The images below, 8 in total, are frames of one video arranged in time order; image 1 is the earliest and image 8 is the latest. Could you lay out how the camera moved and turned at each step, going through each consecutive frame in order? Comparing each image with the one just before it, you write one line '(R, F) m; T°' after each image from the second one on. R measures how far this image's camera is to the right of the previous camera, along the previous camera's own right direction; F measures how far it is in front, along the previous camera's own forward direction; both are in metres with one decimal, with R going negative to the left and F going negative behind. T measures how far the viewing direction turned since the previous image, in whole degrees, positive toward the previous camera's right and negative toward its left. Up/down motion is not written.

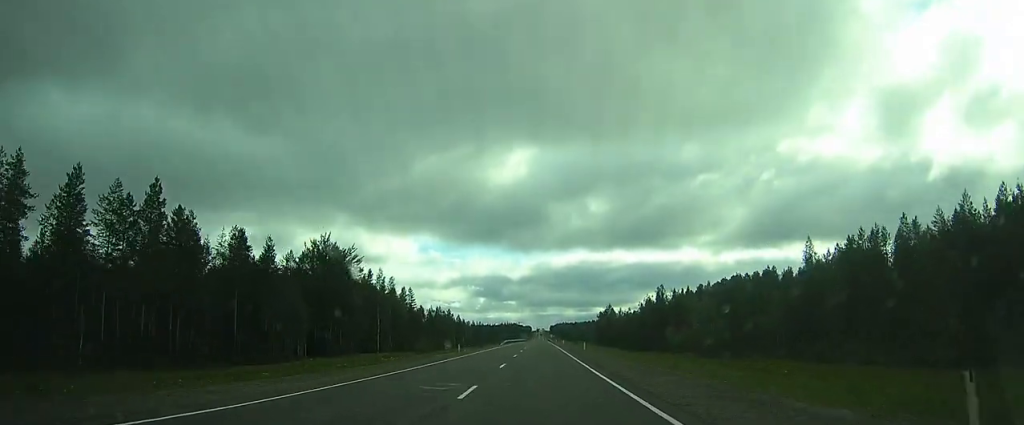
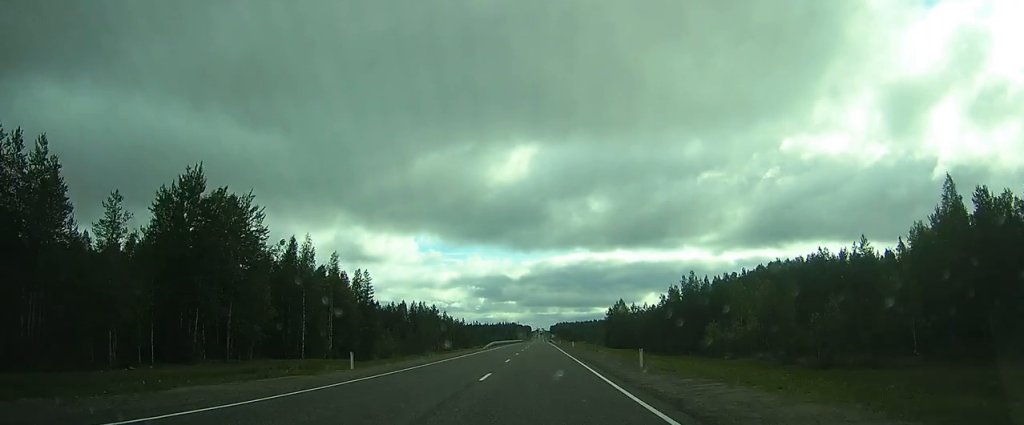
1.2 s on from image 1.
(+0.3, +31.8) m; +1°
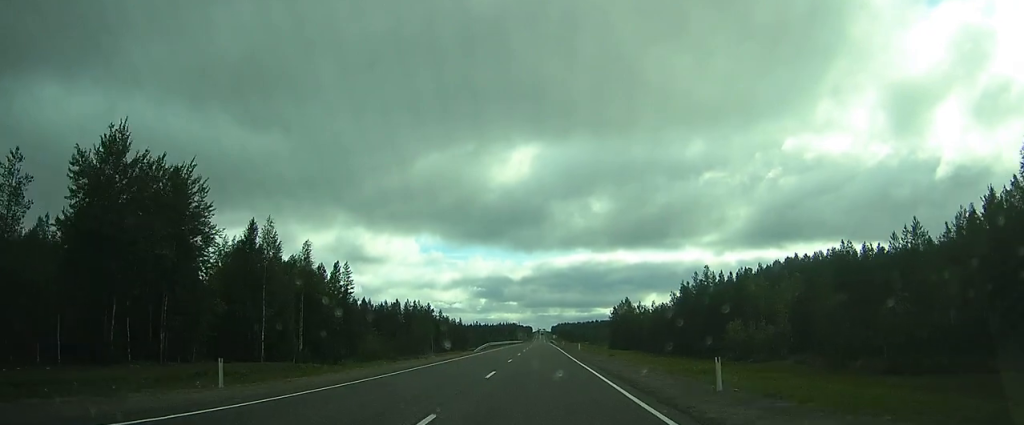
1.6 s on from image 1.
(0.0, +10.5) m; 0°
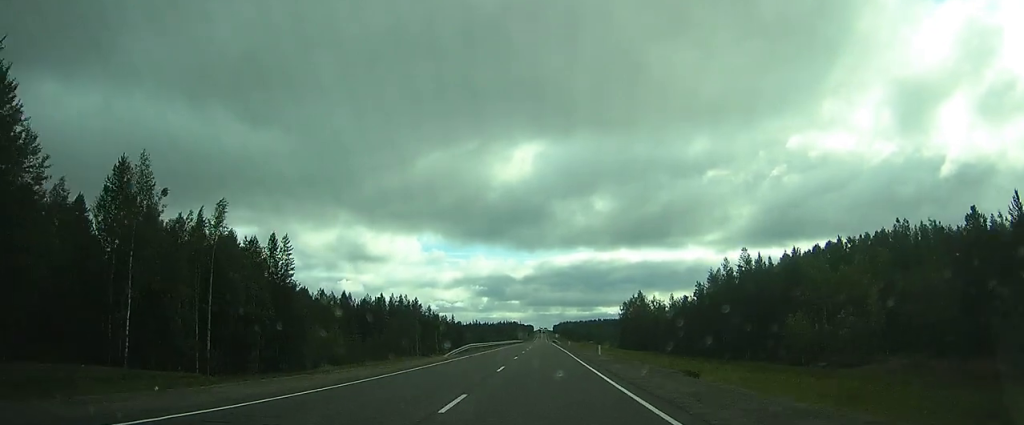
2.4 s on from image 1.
(0.0, +21.0) m; 0°
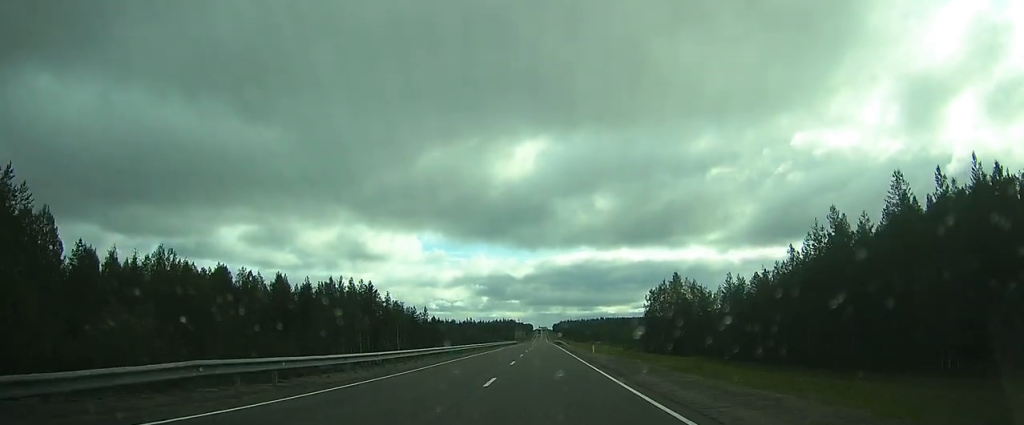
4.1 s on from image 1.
(-0.3, +43.5) m; 0°
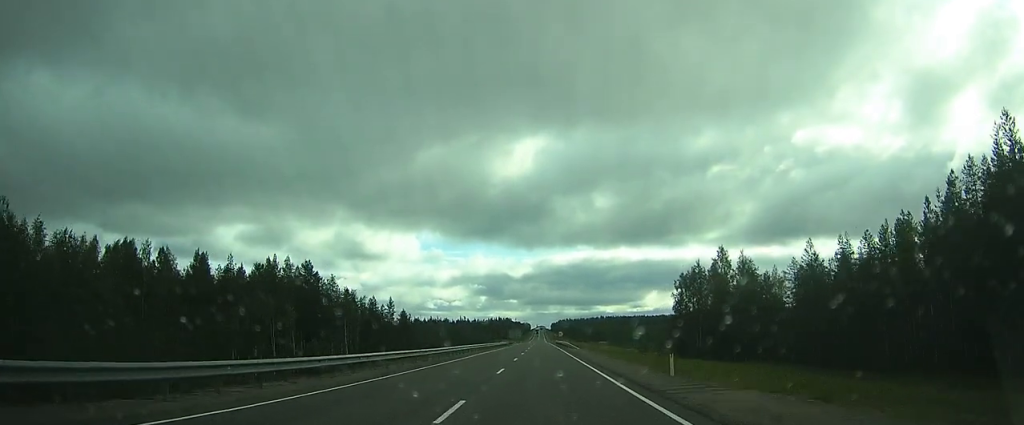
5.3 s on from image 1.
(0.0, +31.4) m; 0°
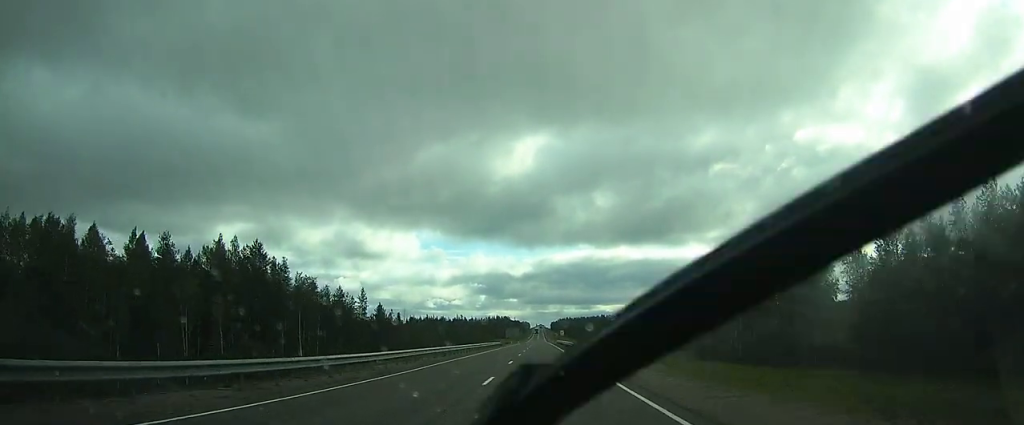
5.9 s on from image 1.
(0.0, +17.4) m; 0°
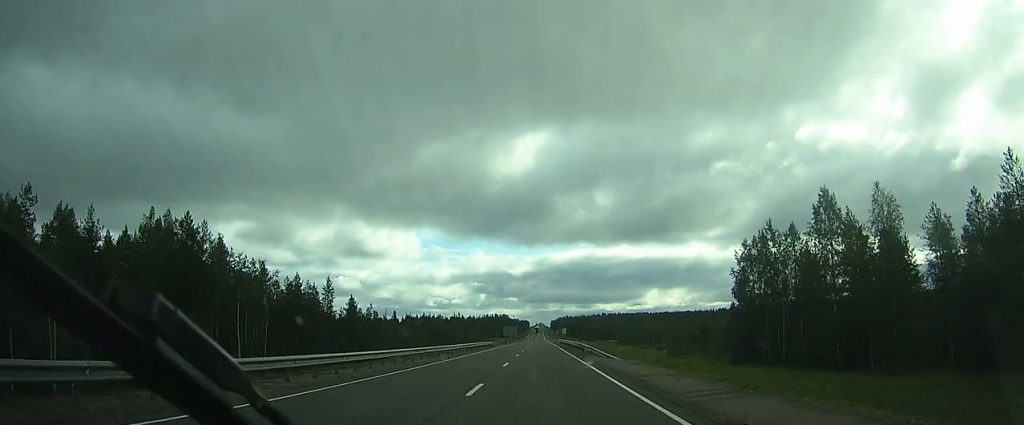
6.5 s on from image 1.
(0.0, +15.7) m; 0°
